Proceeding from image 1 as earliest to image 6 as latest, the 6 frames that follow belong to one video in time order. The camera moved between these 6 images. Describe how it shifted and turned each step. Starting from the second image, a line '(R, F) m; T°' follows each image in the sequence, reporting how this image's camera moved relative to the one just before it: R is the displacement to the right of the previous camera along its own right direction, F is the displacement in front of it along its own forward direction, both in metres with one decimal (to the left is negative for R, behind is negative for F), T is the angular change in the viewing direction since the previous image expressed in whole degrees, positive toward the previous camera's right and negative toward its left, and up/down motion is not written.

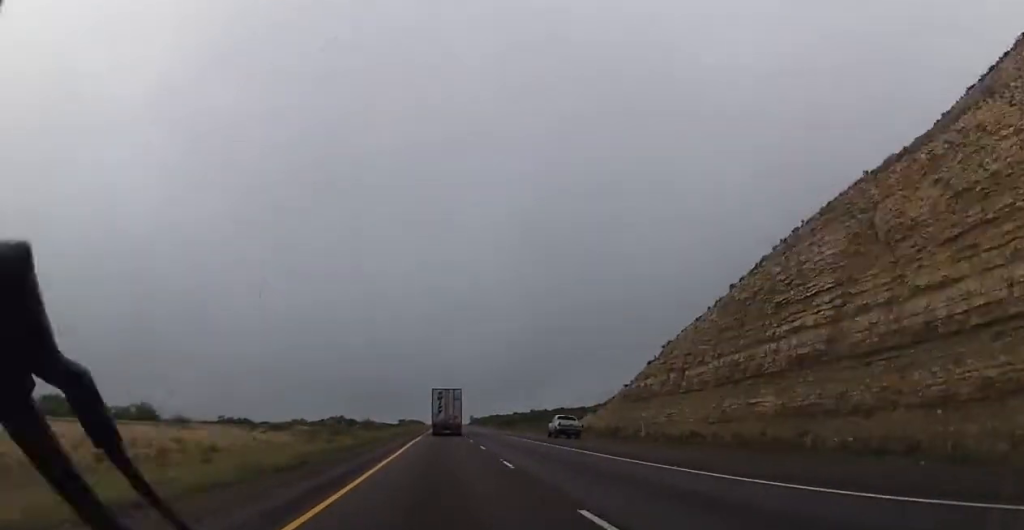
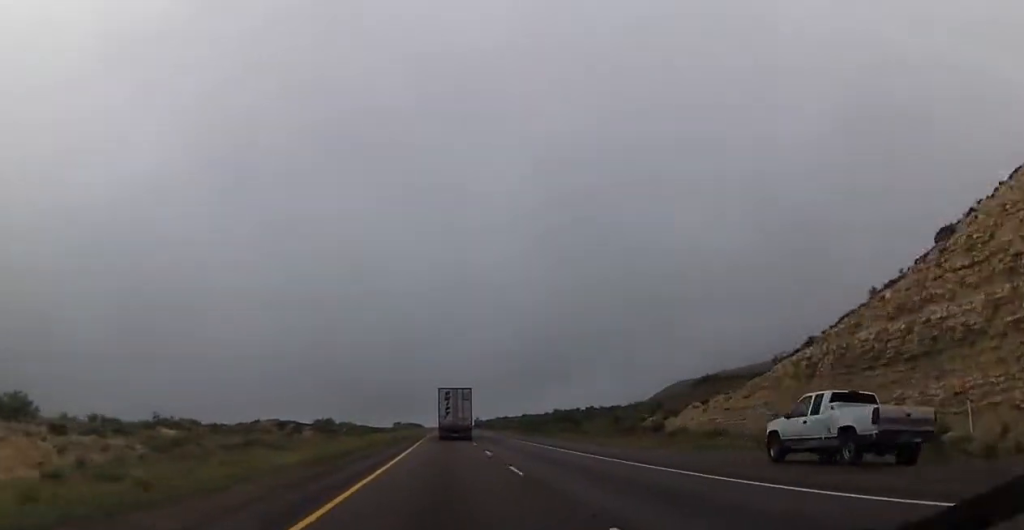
(0.0, +38.1) m; 0°
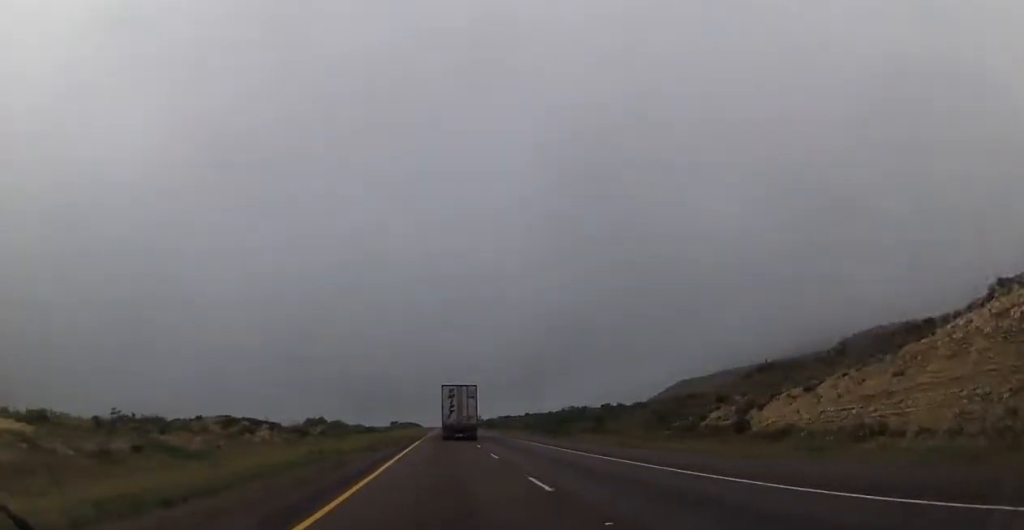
(0.0, +16.2) m; 0°
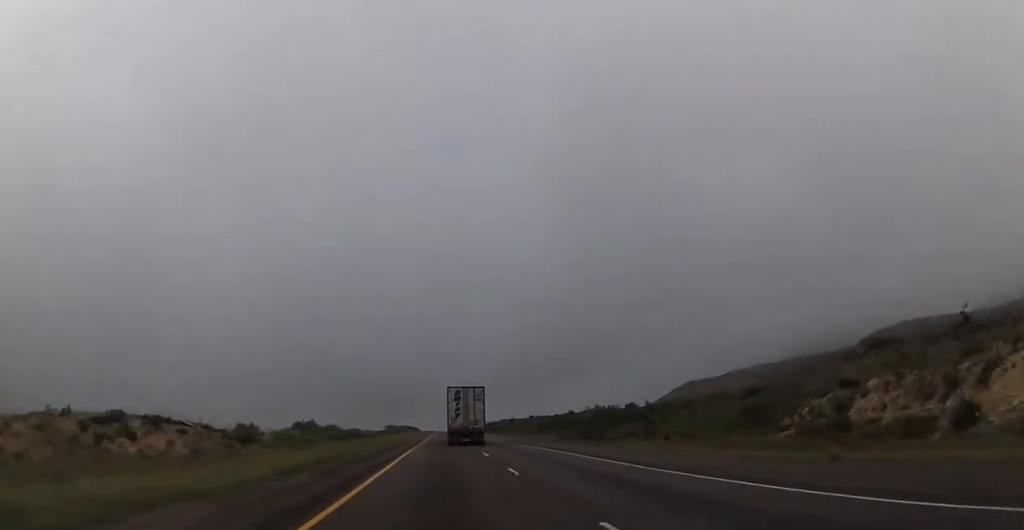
(0.0, +19.4) m; 0°
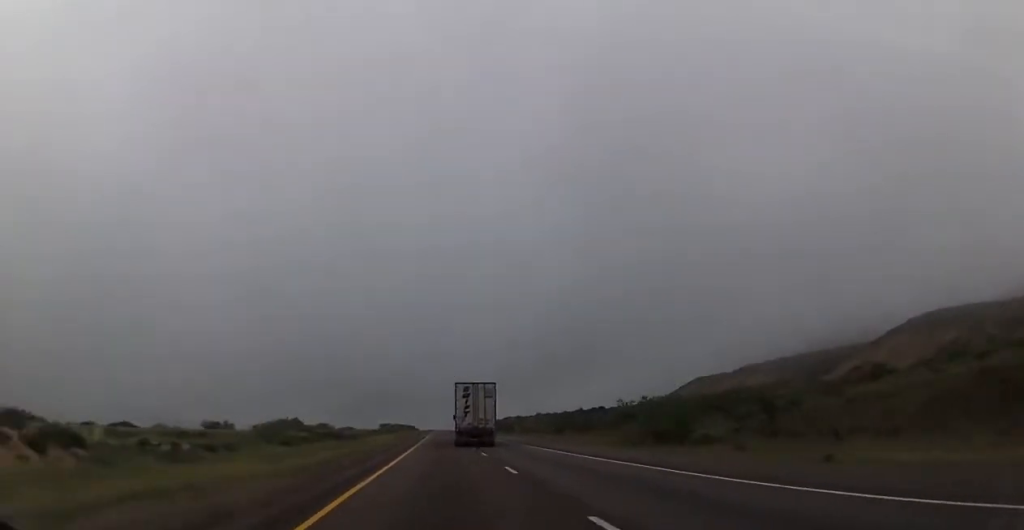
(0.0, +23.8) m; 0°
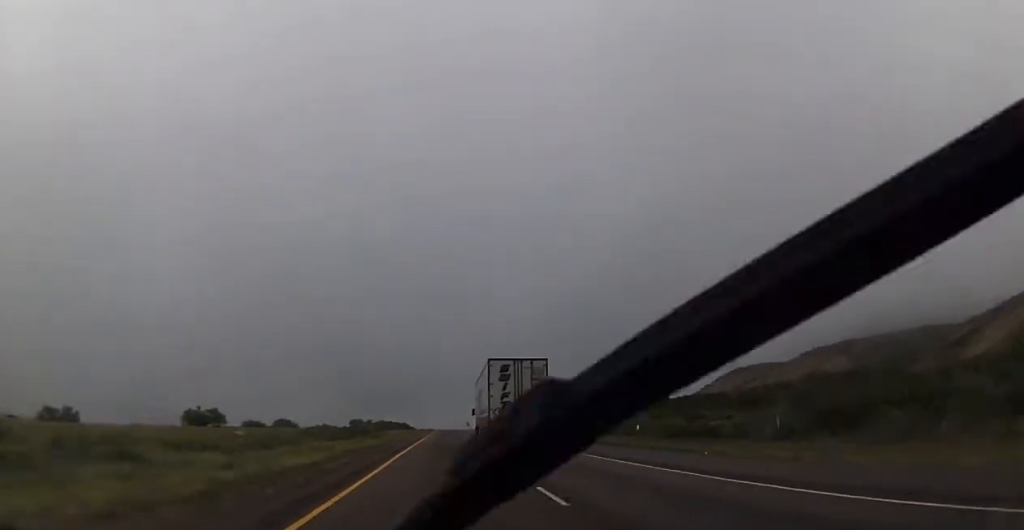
(0.0, +80.0) m; 0°
